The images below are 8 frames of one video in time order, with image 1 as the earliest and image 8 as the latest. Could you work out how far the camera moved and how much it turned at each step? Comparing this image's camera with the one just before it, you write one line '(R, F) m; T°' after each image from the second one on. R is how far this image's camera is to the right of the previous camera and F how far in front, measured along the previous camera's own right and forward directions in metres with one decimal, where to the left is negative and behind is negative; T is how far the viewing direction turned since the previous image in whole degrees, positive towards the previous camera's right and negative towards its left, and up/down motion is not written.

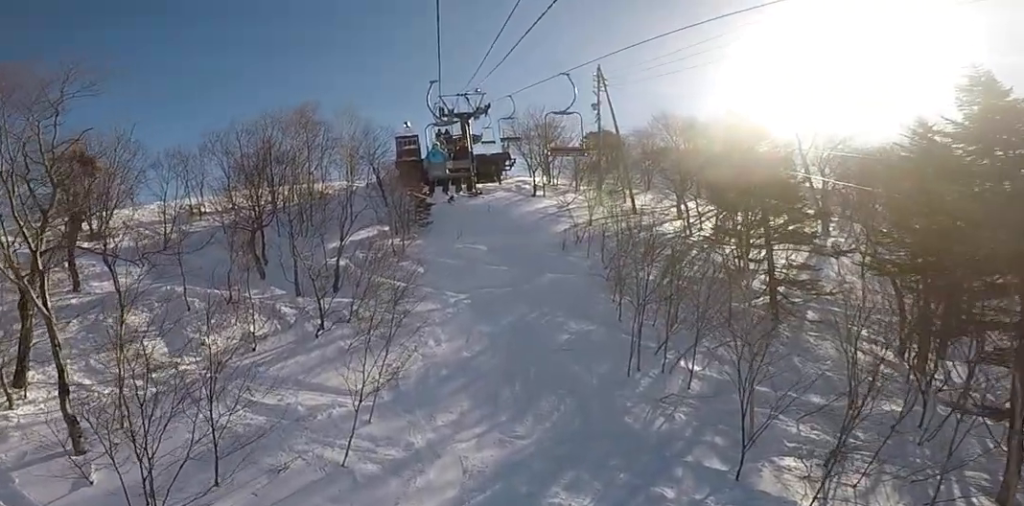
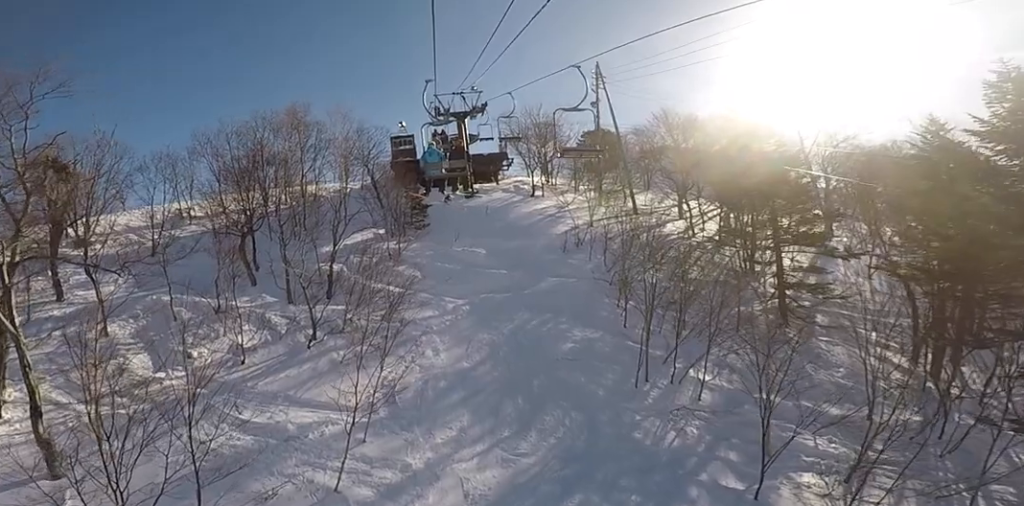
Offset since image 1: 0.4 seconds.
(0.0, +0.7) m; 0°
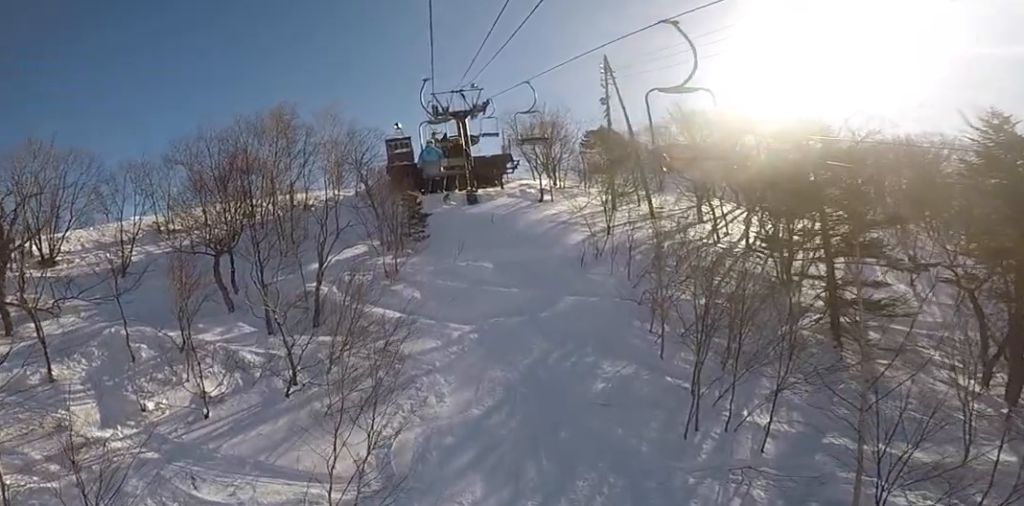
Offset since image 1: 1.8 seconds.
(0.0, +2.4) m; 0°
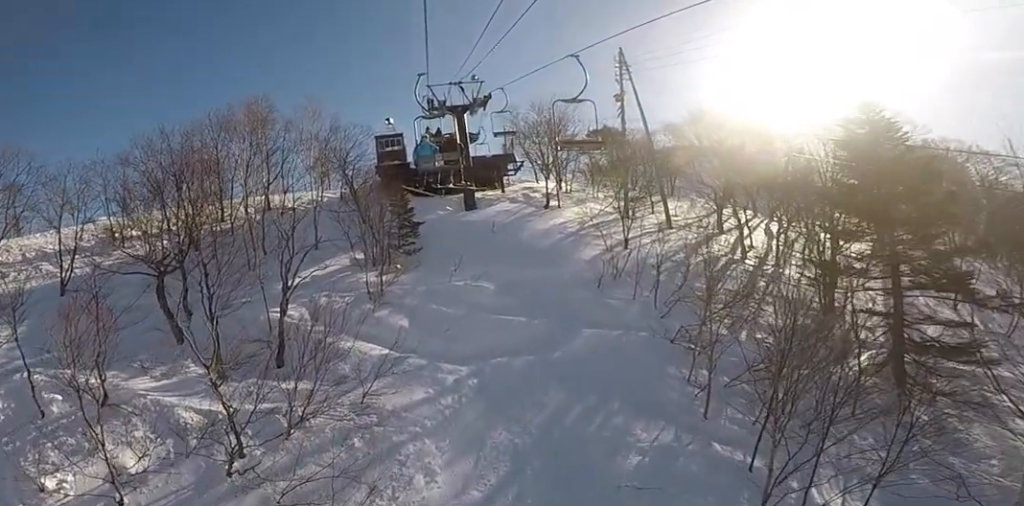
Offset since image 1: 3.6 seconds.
(0.0, +3.1) m; 0°
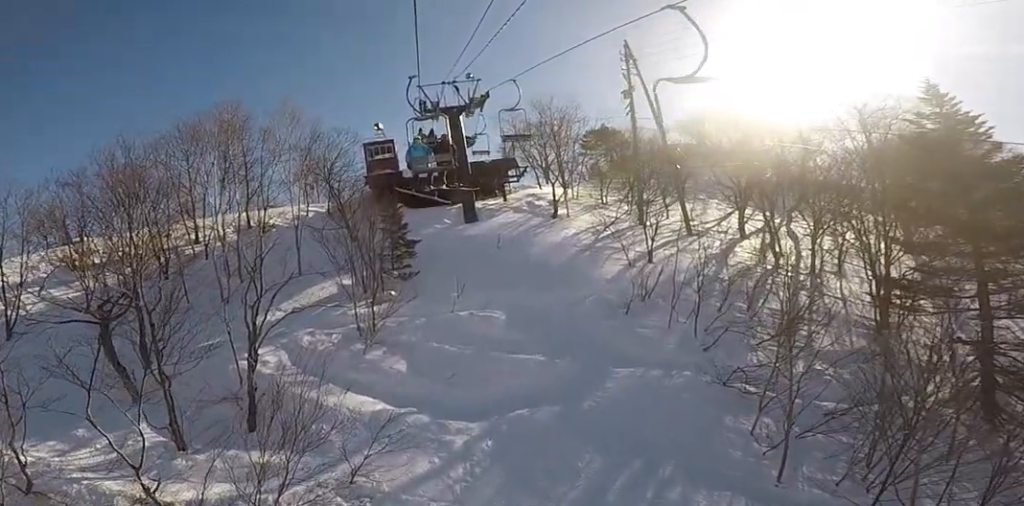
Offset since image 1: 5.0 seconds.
(0.0, +2.5) m; 0°
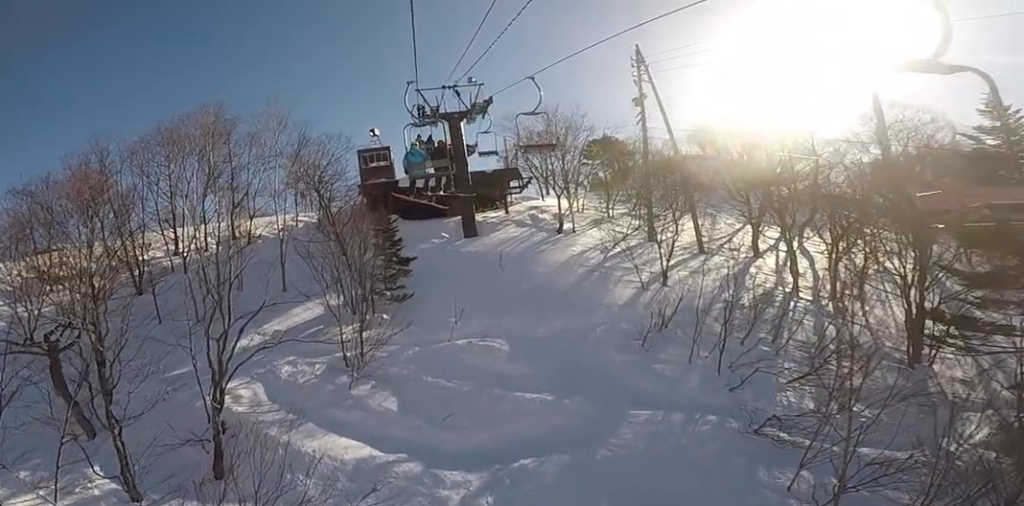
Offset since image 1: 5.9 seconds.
(0.0, +1.6) m; 0°
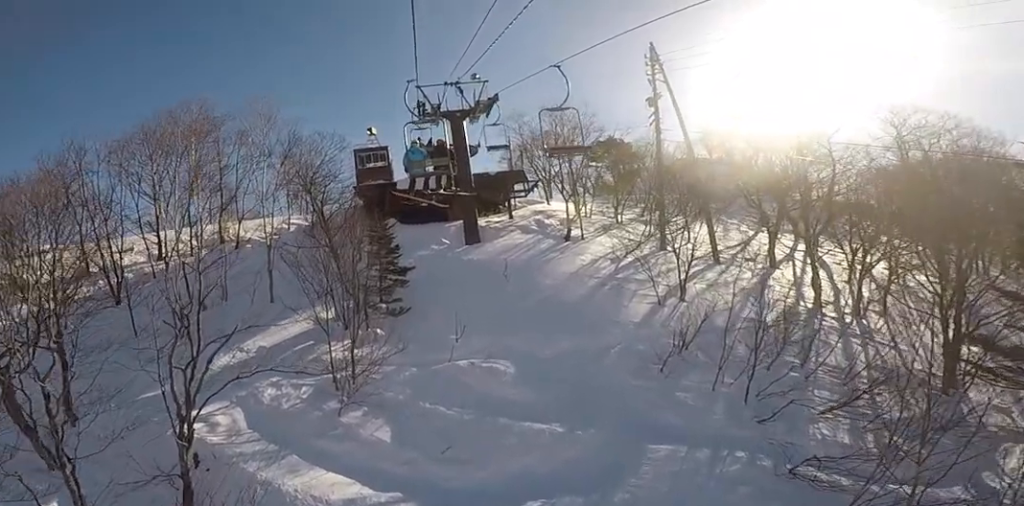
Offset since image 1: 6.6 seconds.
(0.0, +1.4) m; 0°
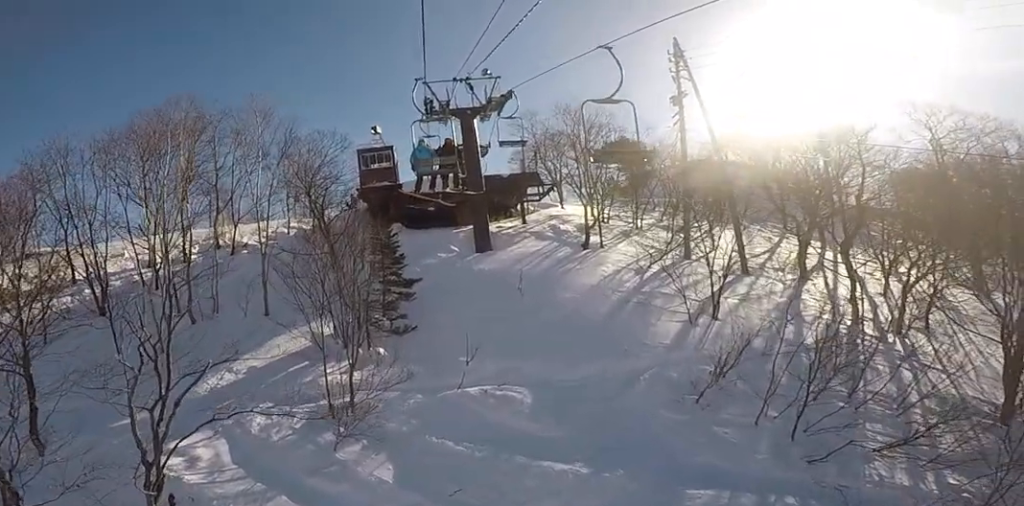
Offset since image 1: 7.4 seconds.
(0.0, +1.5) m; 0°
